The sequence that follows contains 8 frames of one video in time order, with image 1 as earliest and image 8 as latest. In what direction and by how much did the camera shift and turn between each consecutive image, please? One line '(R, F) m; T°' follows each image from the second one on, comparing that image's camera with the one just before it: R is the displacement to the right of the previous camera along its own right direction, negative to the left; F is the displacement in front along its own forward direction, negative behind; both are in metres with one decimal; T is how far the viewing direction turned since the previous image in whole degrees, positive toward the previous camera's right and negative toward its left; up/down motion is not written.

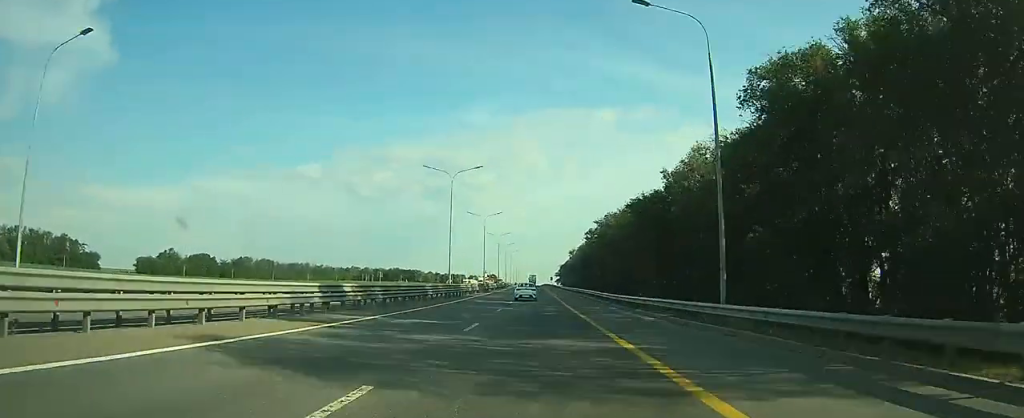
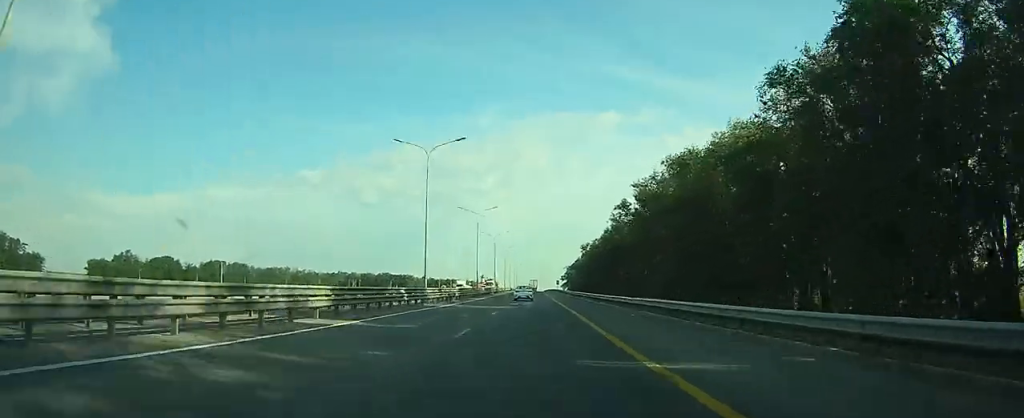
(-0.1, +50.5) m; 0°
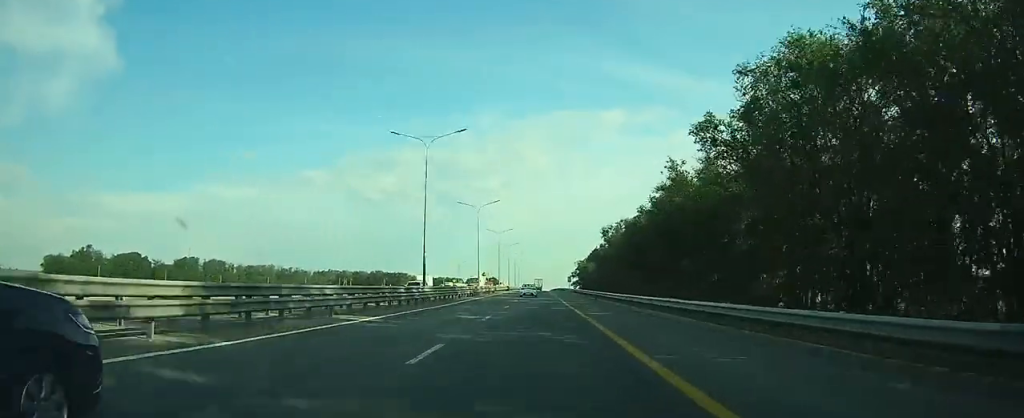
(-0.1, +41.0) m; 0°
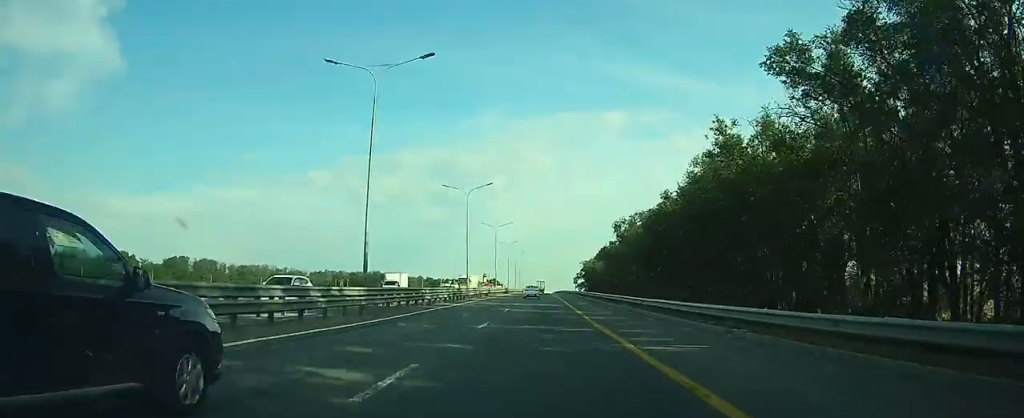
(0.0, +15.0) m; 0°
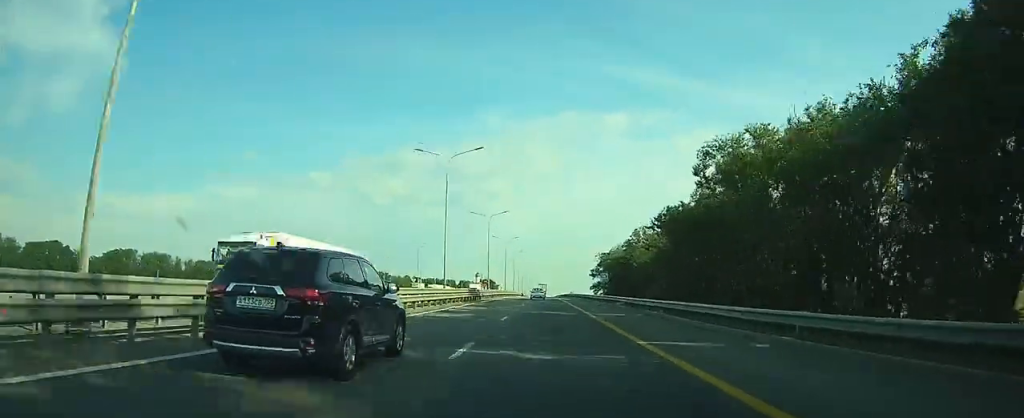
(-0.4, +55.9) m; 0°
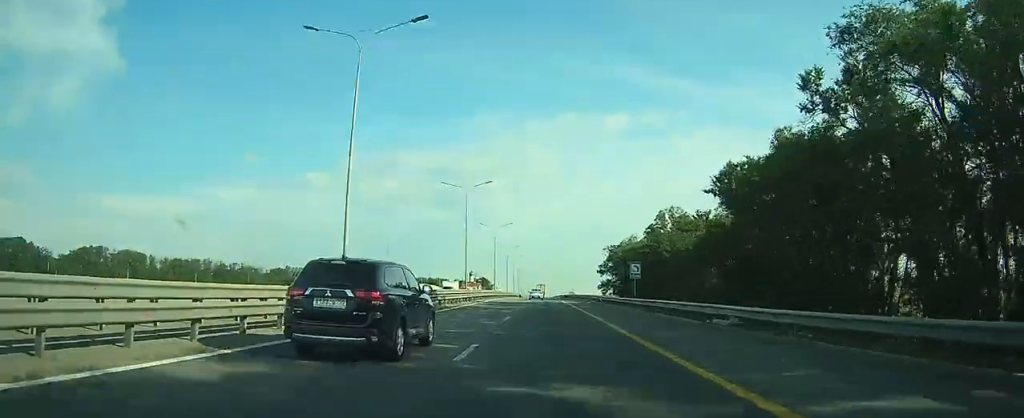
(+0.1, +24.1) m; 0°
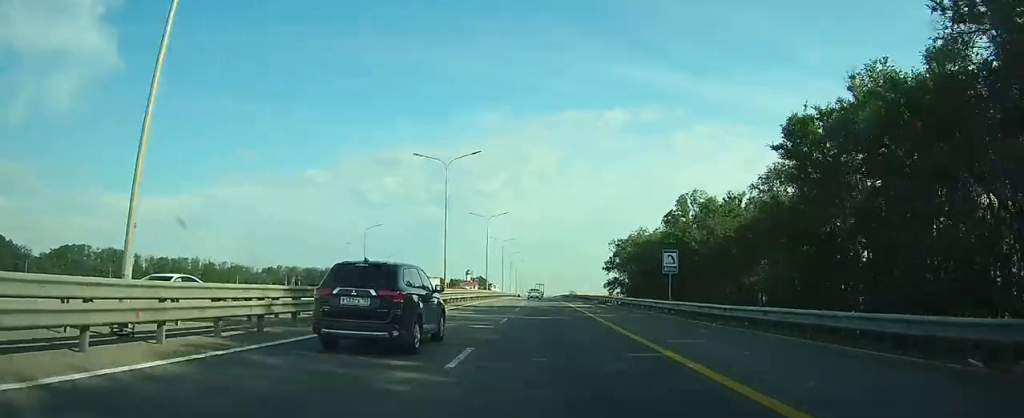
(0.0, +13.1) m; 0°
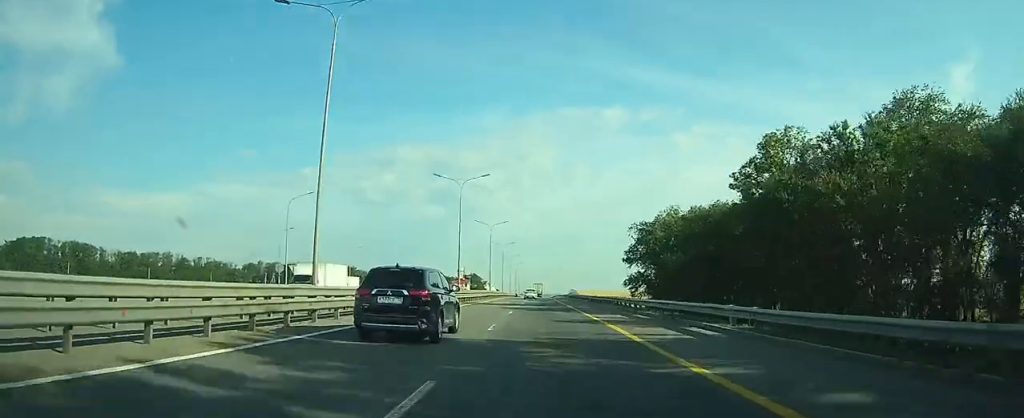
(-0.1, +28.2) m; 0°
